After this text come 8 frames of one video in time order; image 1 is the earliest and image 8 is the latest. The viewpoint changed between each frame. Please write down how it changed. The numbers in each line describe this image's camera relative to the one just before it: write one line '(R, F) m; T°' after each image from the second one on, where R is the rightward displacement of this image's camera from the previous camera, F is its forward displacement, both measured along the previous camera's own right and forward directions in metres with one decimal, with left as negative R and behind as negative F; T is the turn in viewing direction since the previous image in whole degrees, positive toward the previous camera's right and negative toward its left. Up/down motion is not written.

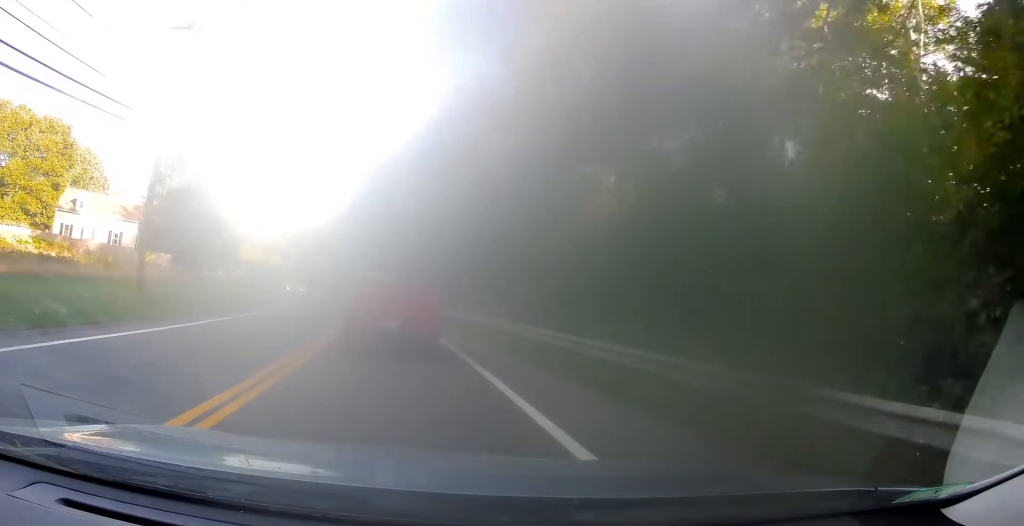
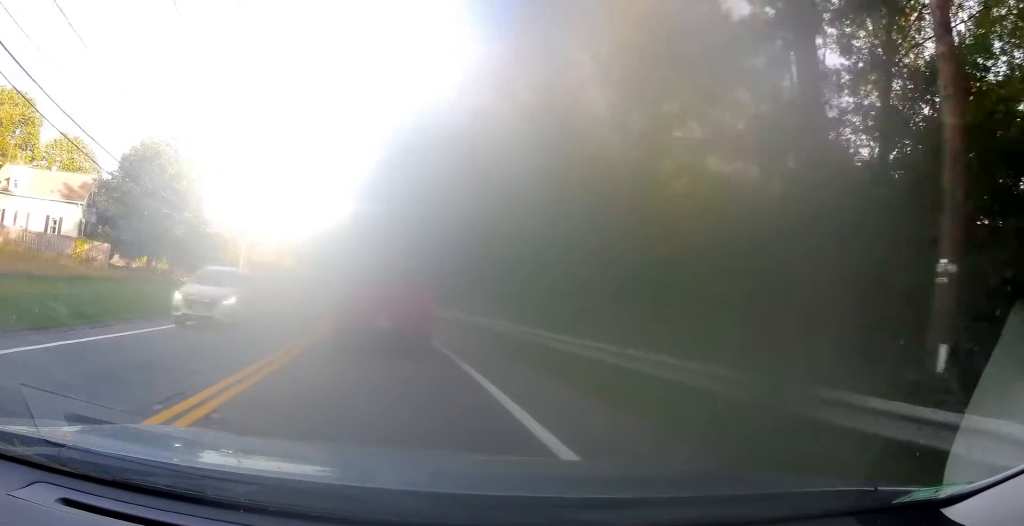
(-0.4, +15.9) m; -3°
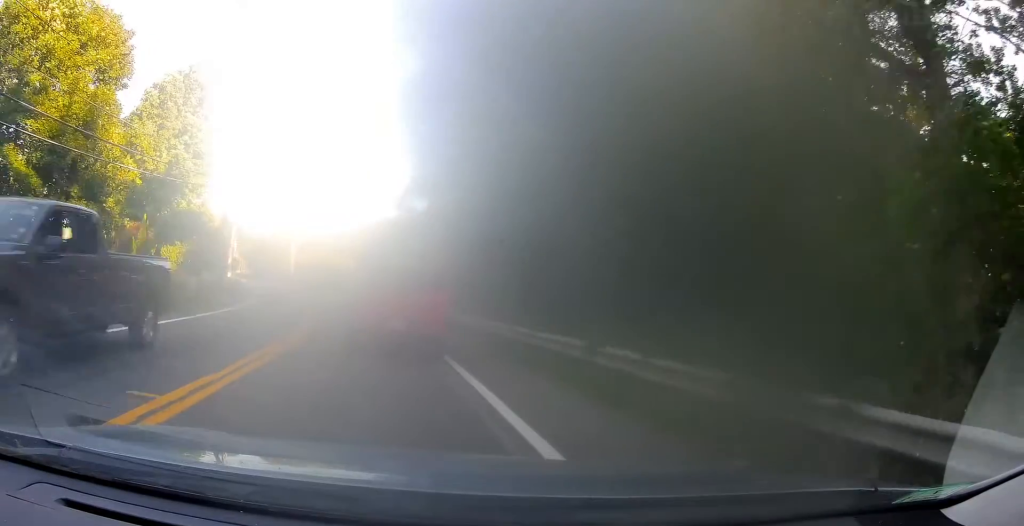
(-1.2, +23.7) m; -6°
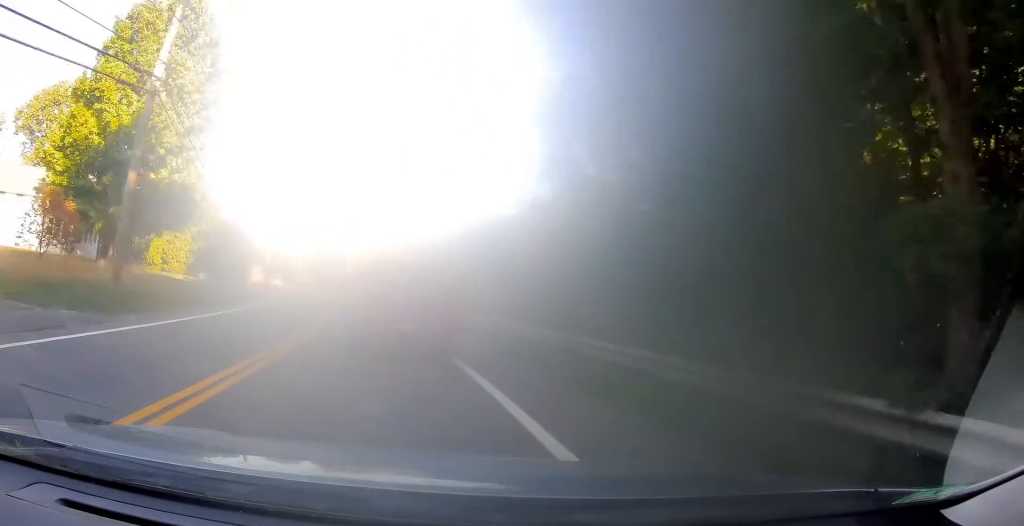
(-1.1, +18.7) m; -6°
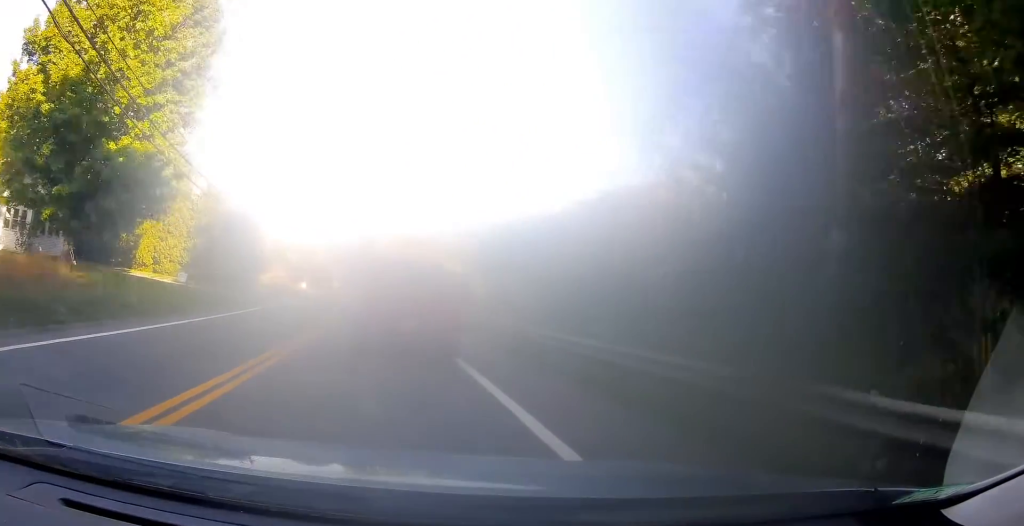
(-0.3, +10.9) m; -3°
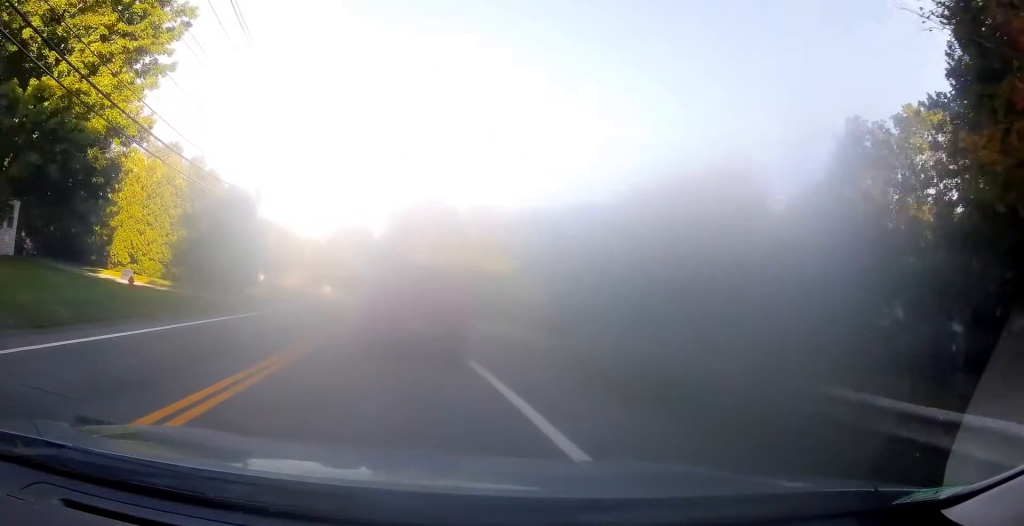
(+0.2, +10.0) m; -3°
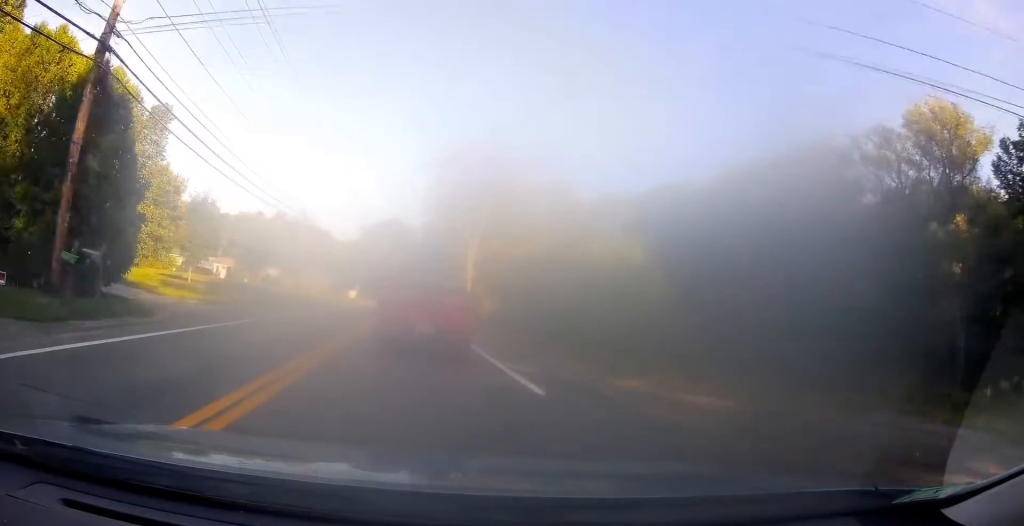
(-4.3, +25.6) m; -11°
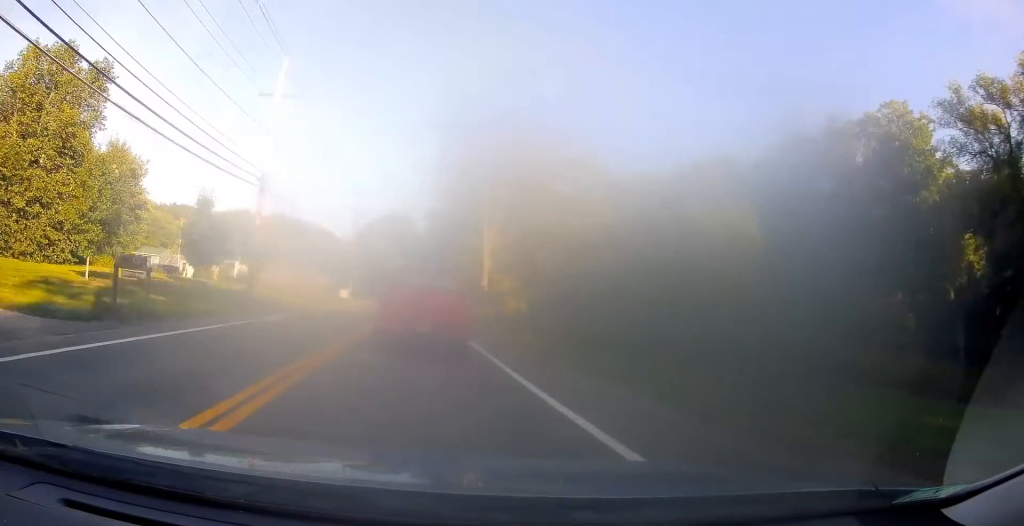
(-0.1, +13.0) m; +2°
